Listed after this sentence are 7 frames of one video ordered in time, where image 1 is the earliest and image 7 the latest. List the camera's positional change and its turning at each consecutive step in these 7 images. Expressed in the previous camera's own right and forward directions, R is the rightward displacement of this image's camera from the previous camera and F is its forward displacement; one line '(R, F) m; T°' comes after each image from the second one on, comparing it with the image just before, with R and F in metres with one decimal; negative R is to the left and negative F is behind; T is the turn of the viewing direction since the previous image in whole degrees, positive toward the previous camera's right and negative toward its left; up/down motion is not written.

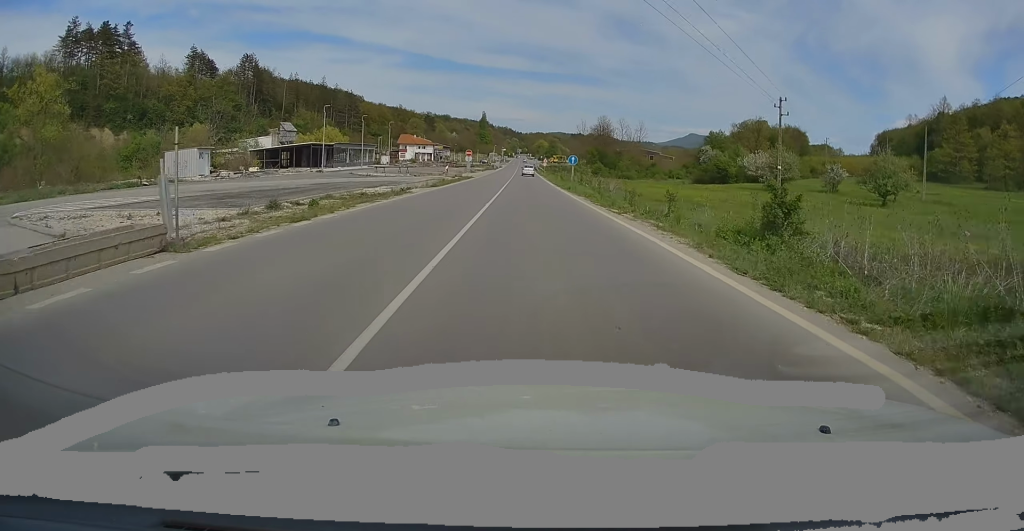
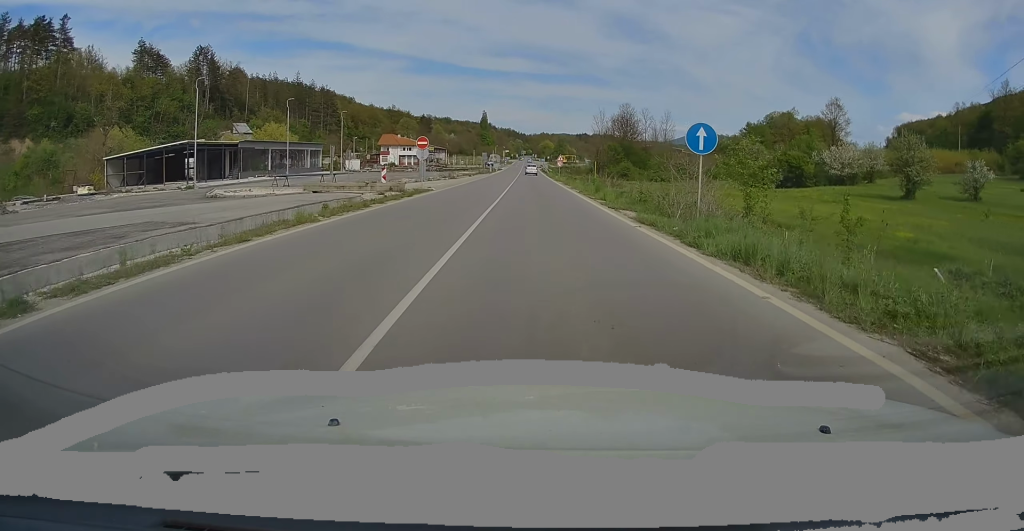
(-0.6, +34.2) m; -2°
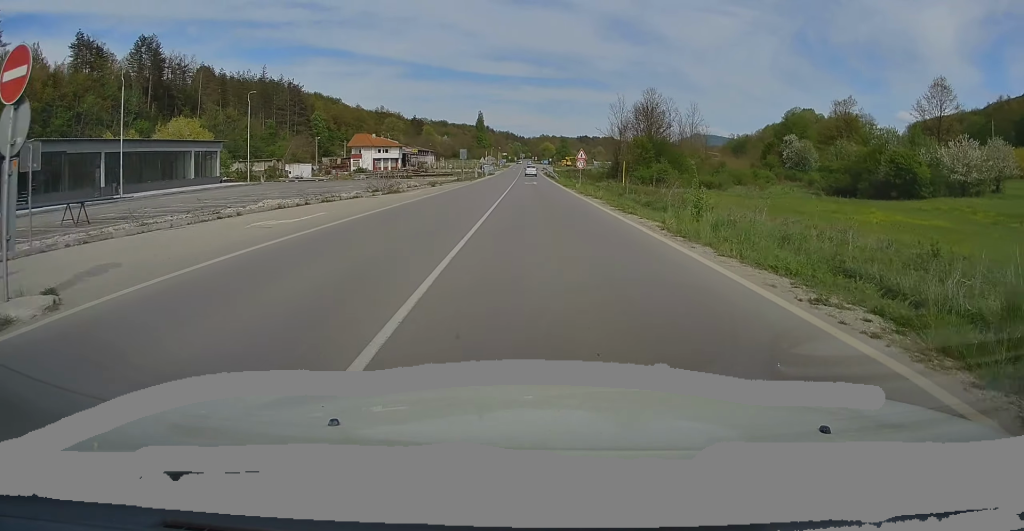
(0.0, +30.1) m; 0°
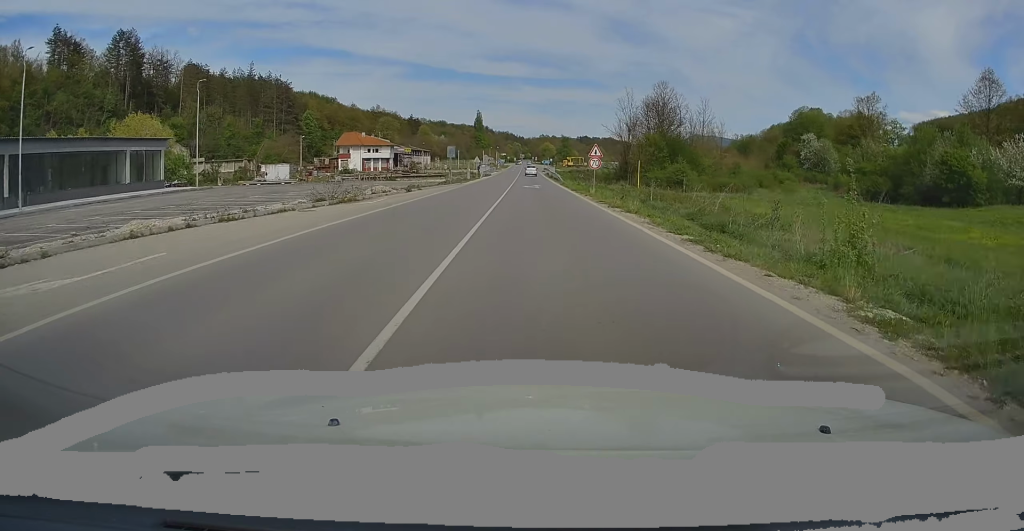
(0.0, +9.7) m; 0°
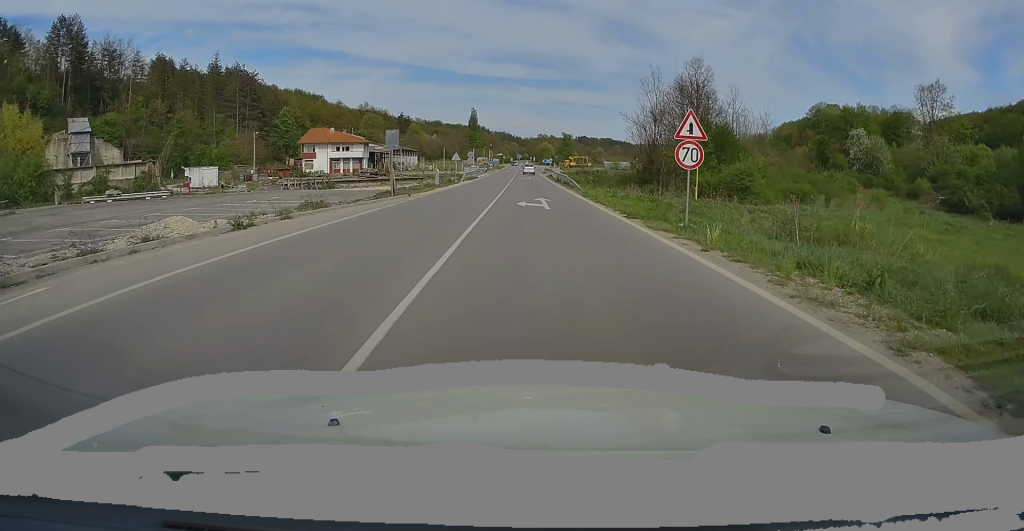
(+0.1, +22.1) m; +1°
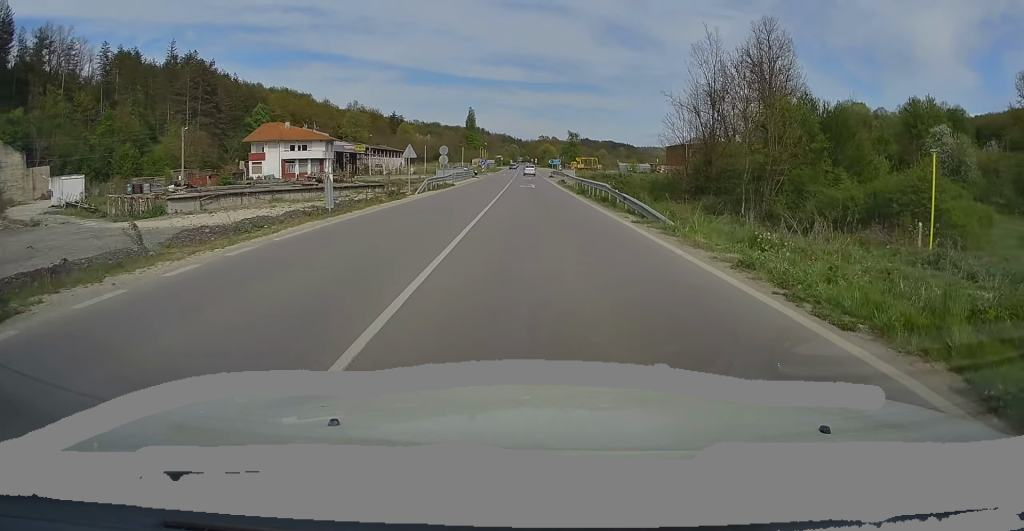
(+0.1, +24.7) m; -1°
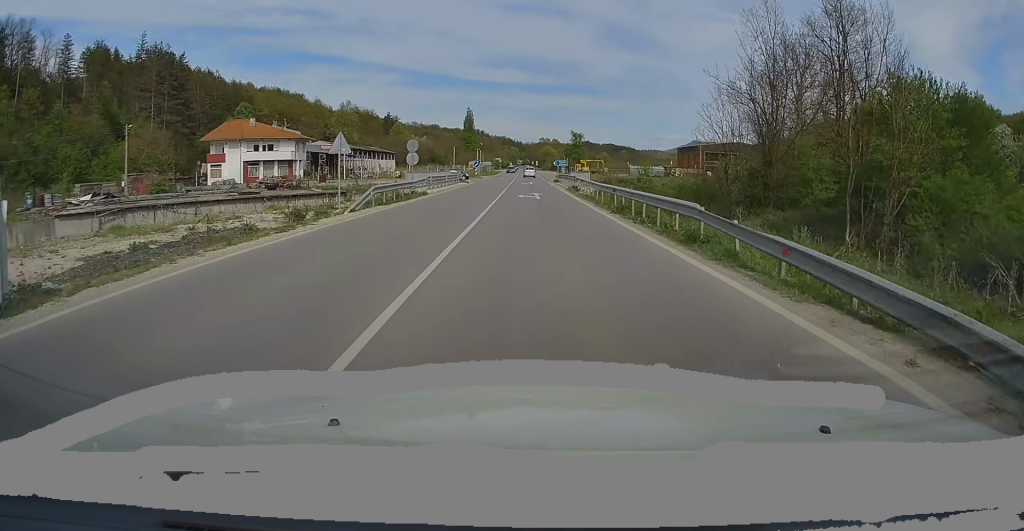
(-0.2, +13.6) m; -1°
